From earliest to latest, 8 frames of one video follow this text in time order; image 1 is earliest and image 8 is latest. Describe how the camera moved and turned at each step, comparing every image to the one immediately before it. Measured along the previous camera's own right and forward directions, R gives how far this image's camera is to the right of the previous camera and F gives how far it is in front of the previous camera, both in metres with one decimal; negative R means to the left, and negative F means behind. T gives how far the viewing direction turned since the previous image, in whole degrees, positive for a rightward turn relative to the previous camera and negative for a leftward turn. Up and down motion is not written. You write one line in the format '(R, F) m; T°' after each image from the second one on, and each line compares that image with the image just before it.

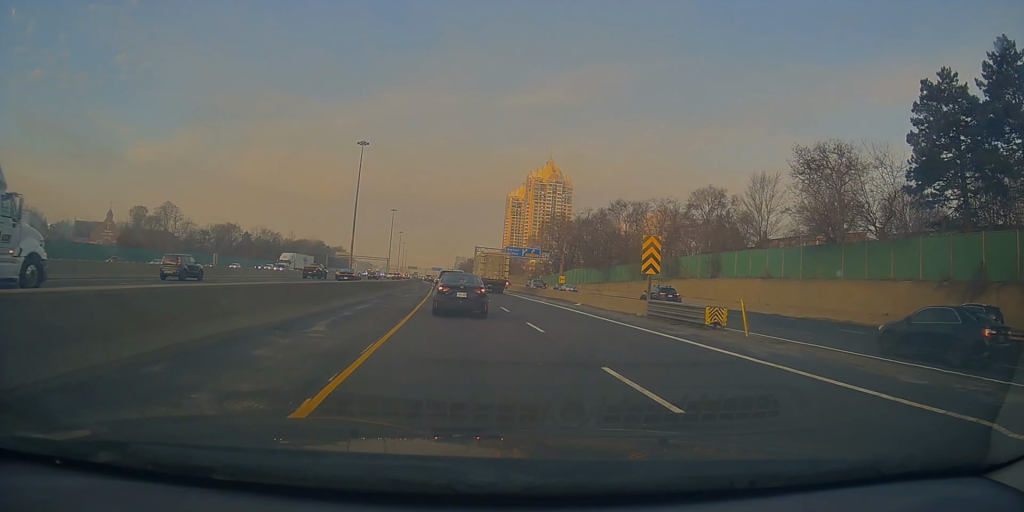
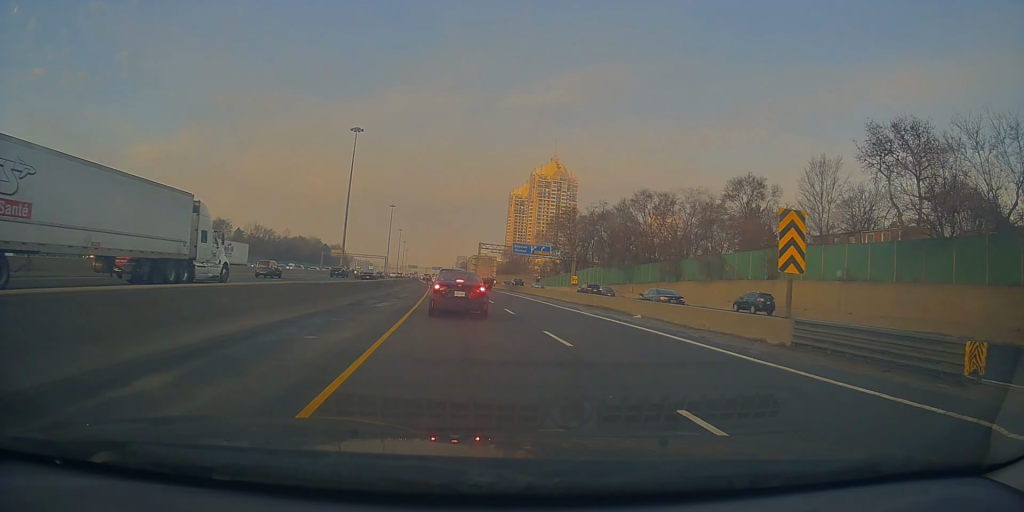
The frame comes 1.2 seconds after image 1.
(+0.3, +12.4) m; +2°
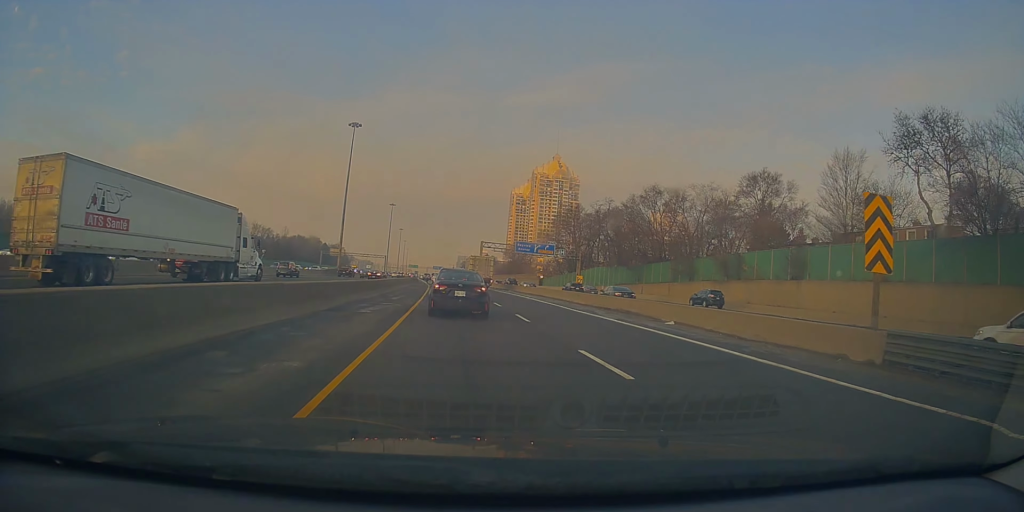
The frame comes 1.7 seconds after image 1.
(-0.1, +3.9) m; +1°
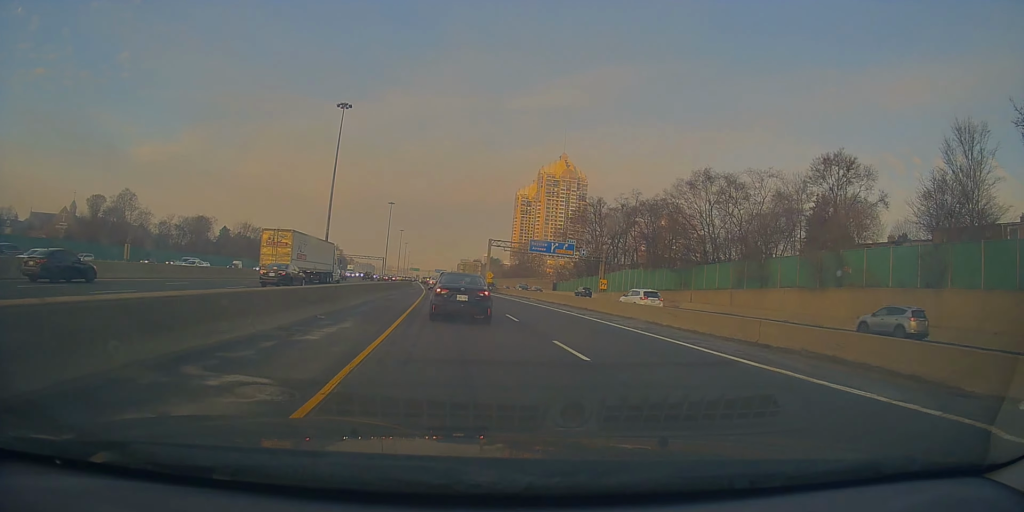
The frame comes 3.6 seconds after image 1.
(+0.3, +16.5) m; -2°
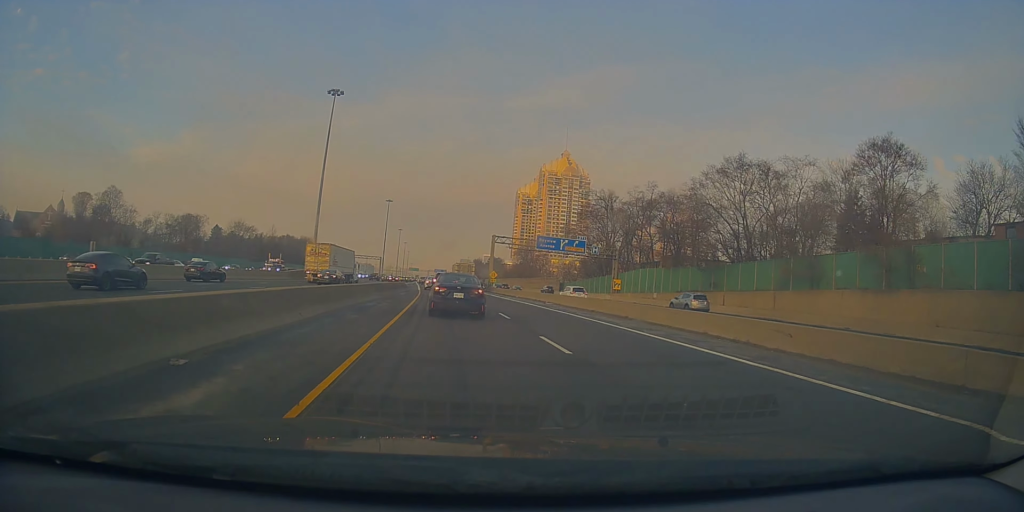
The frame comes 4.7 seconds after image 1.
(-0.3, +8.3) m; -2°
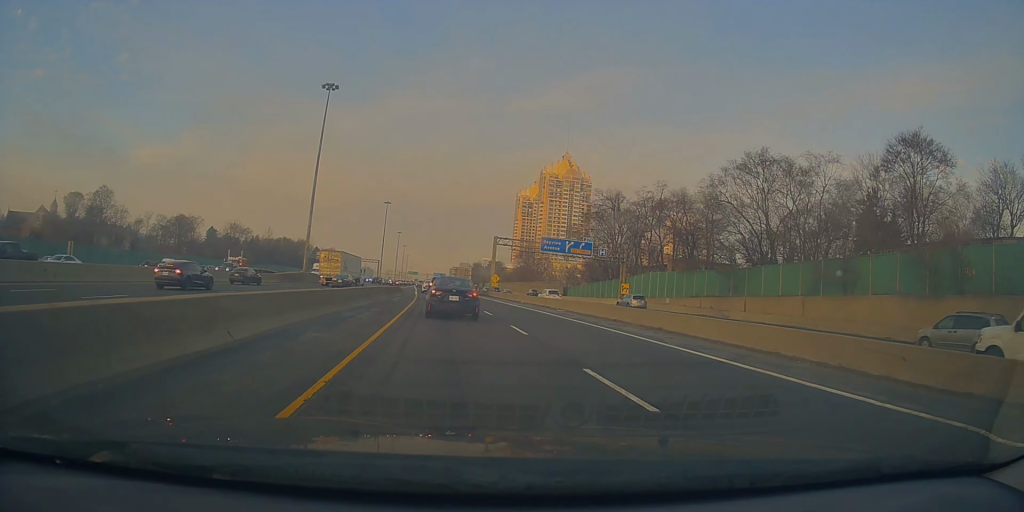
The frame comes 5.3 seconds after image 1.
(0.0, +4.5) m; 0°
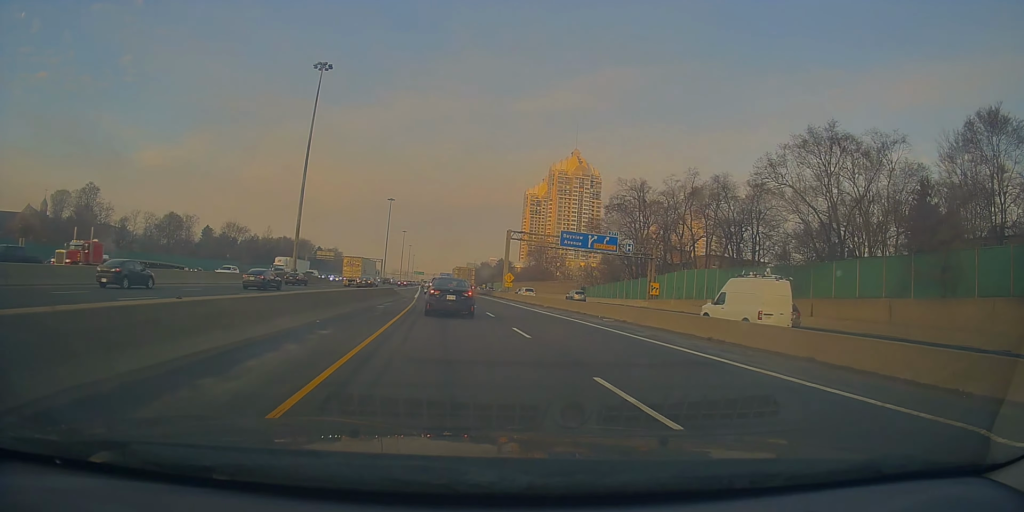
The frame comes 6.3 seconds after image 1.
(+0.2, +9.4) m; +1°
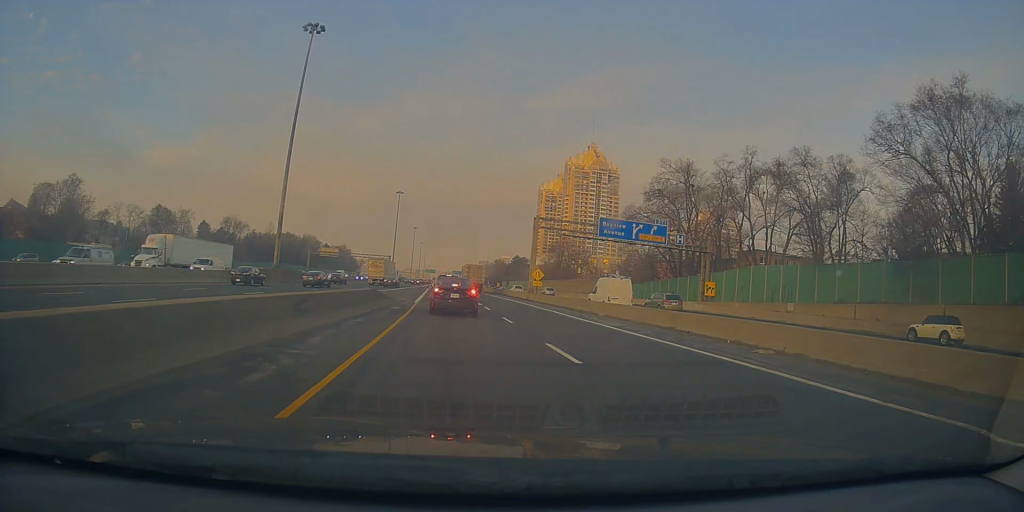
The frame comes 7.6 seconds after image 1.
(+0.2, +12.9) m; 0°
